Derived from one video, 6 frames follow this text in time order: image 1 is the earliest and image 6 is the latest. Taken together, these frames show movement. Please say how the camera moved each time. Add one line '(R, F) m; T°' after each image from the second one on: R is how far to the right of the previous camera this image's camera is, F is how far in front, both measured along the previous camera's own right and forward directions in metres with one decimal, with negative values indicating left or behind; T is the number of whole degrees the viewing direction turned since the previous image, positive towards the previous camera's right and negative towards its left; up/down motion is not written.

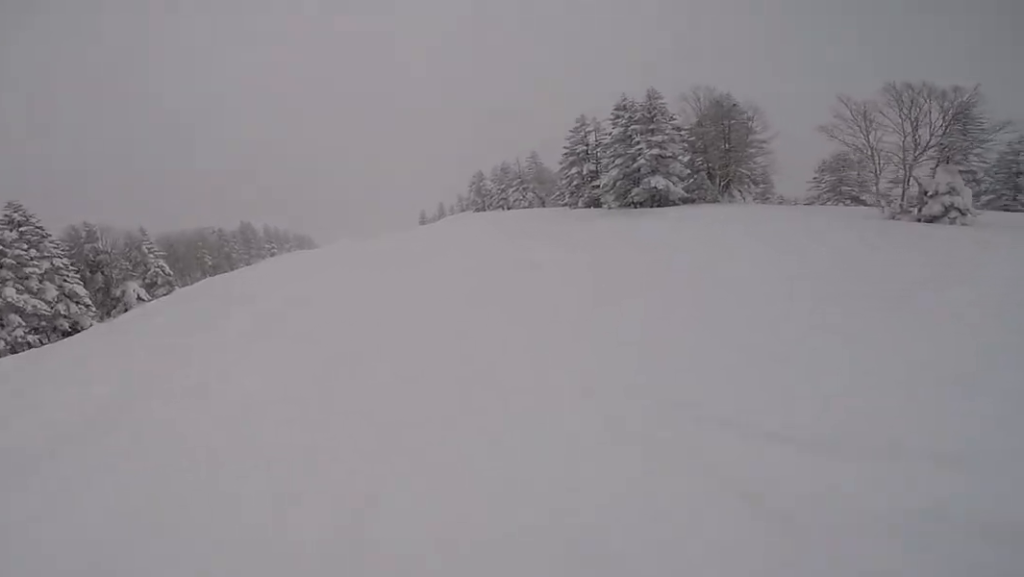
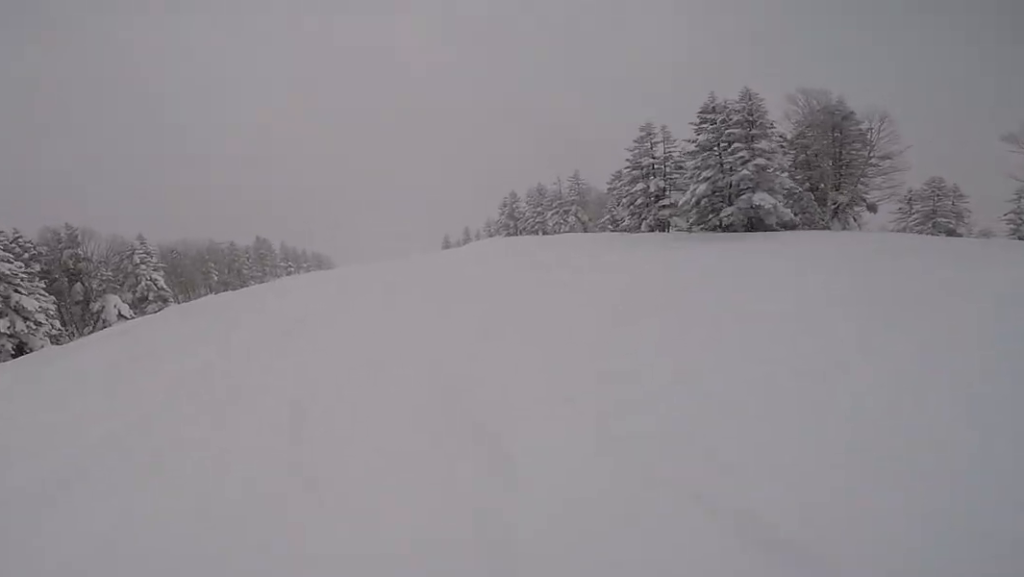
(-0.2, +5.9) m; +5°
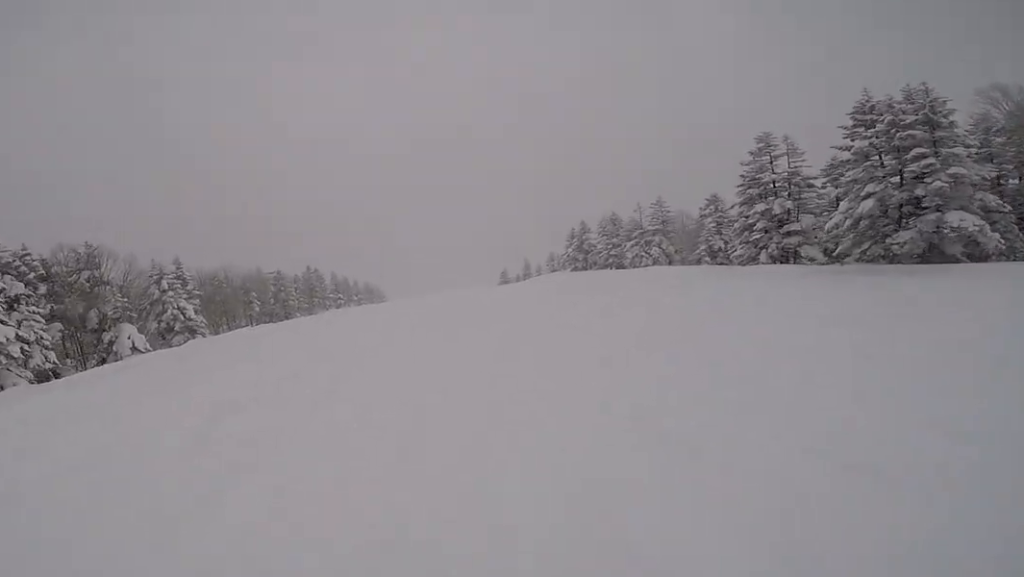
(-0.1, +5.3) m; +5°
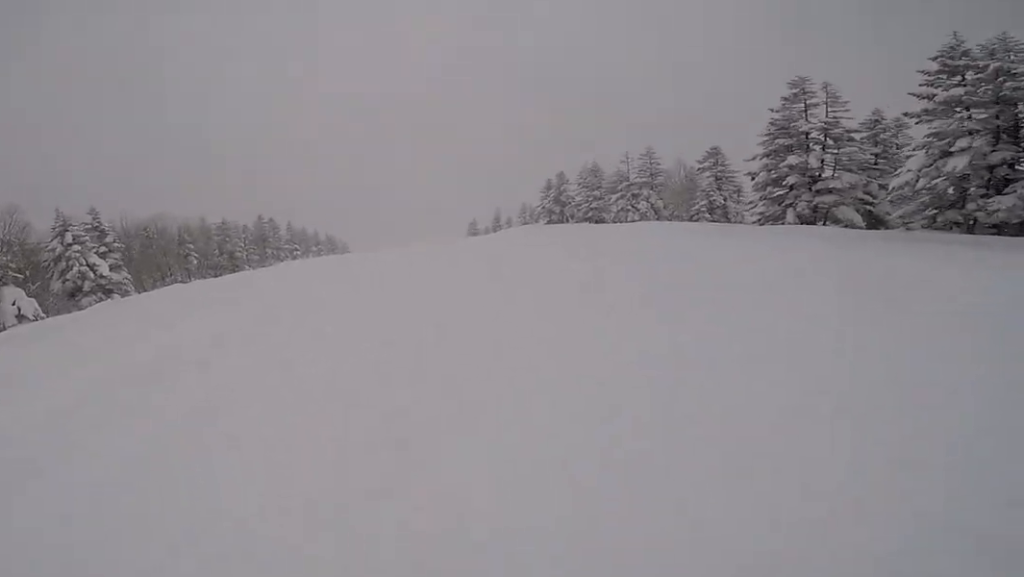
(+0.8, +4.9) m; +6°
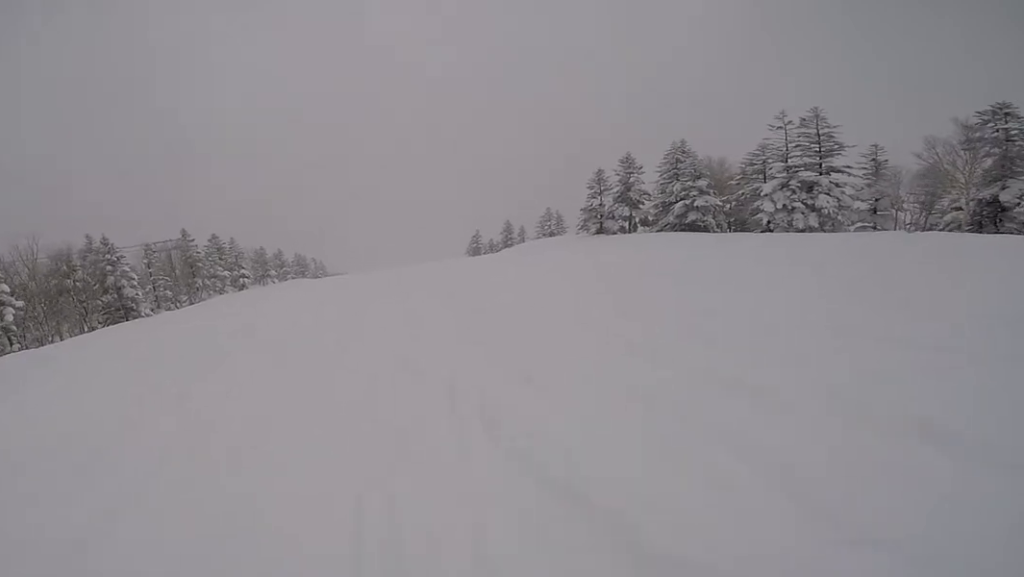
(+1.3, +21.6) m; -4°
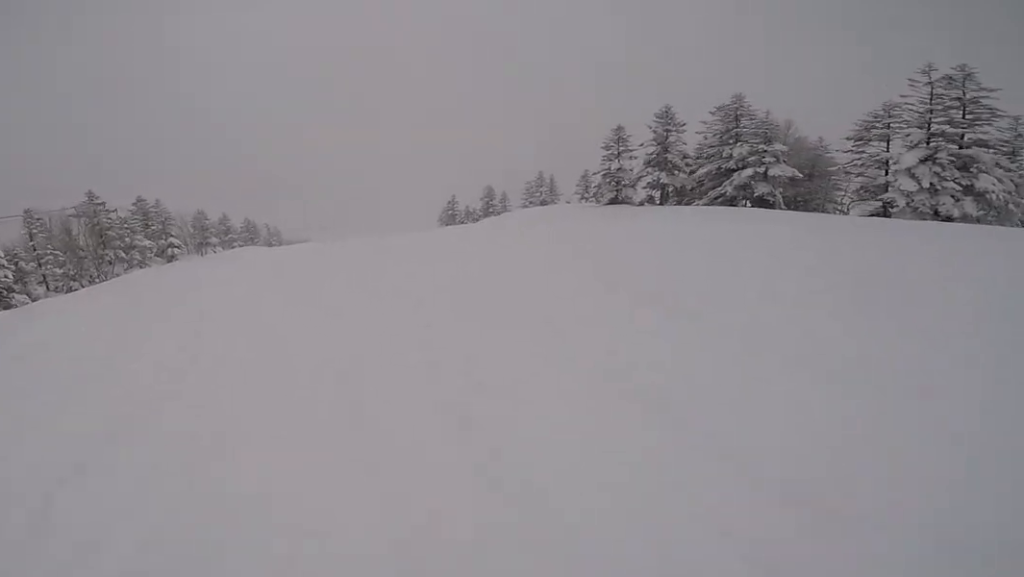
(-1.2, +9.6) m; 0°
